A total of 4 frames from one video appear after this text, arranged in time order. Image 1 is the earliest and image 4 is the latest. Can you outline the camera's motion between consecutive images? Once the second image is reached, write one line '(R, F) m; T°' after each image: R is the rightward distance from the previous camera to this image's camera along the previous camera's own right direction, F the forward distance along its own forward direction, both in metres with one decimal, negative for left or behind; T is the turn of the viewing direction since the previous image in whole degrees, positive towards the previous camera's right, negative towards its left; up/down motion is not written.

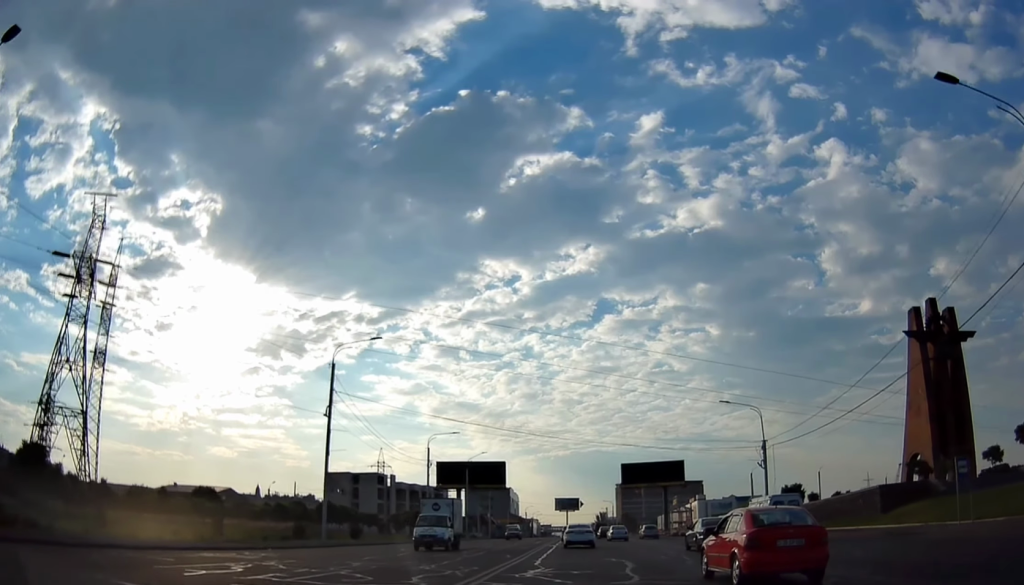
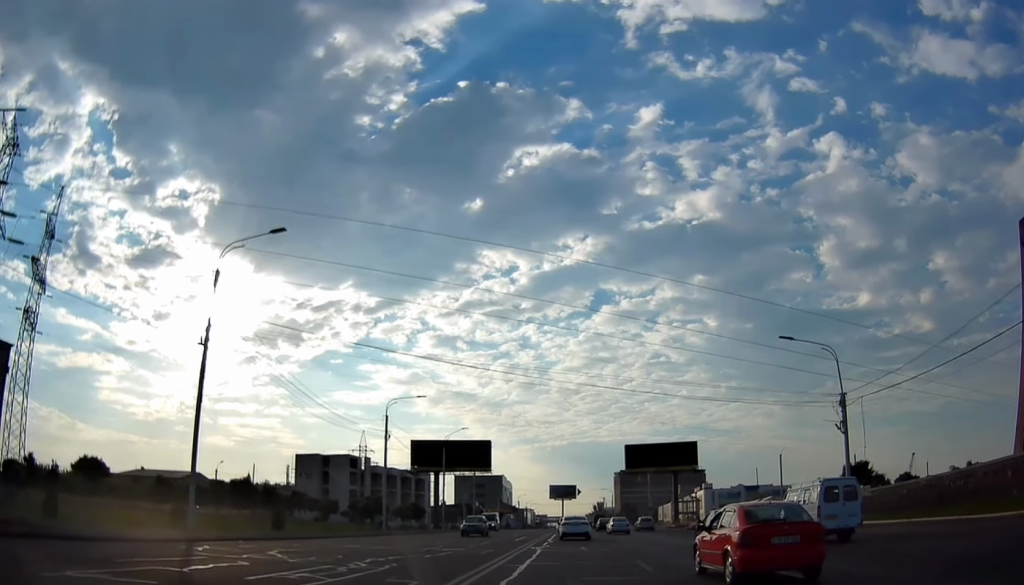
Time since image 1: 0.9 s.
(-0.1, +17.3) m; -1°
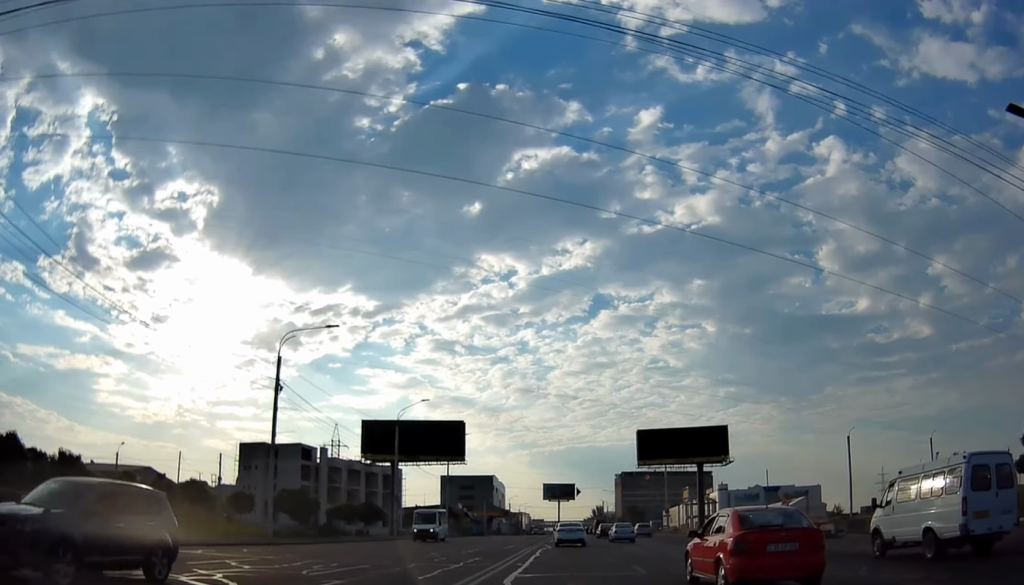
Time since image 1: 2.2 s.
(-0.1, +24.5) m; 0°
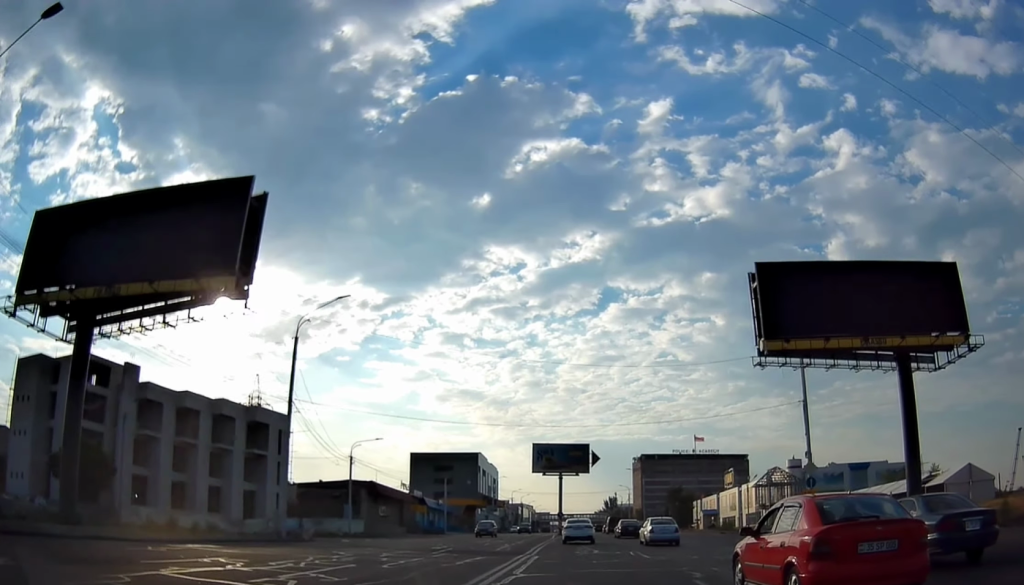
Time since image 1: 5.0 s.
(+1.0, +57.9) m; 0°
